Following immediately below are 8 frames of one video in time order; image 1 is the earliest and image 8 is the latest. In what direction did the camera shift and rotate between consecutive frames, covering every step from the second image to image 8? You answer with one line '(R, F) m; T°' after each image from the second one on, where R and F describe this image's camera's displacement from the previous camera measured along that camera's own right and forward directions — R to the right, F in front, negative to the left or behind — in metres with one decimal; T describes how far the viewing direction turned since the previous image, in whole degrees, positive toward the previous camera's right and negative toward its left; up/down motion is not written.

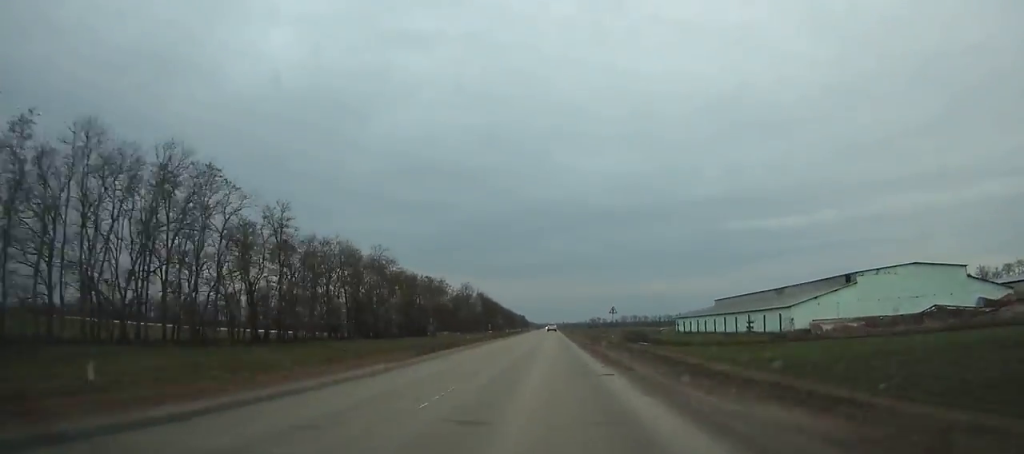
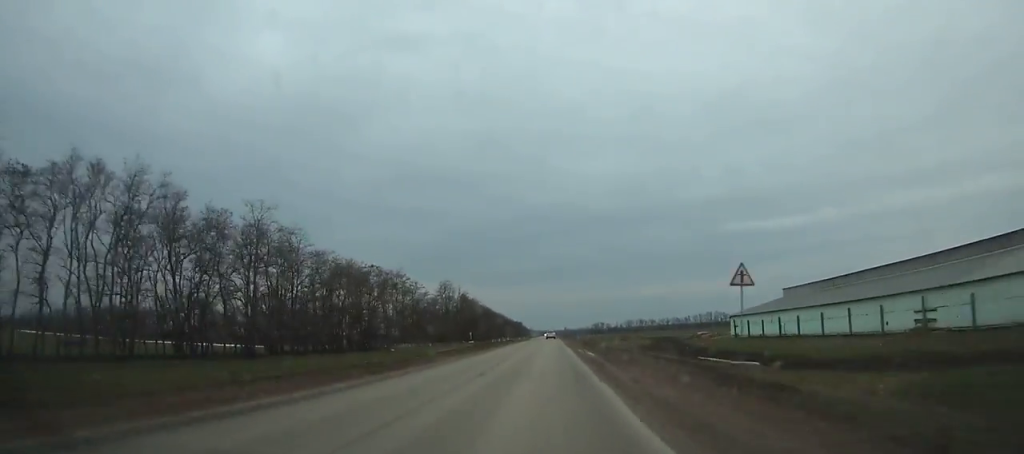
(0.0, +41.4) m; 0°
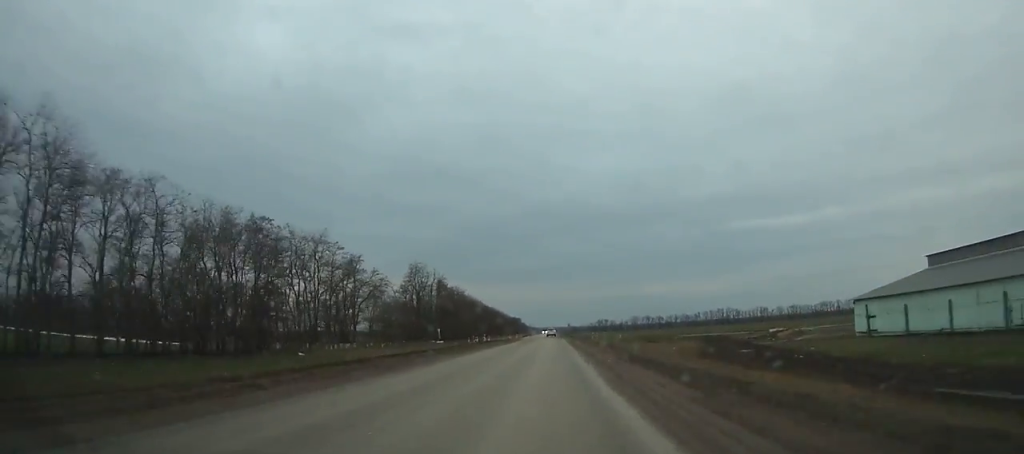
(-0.1, +39.1) m; 0°
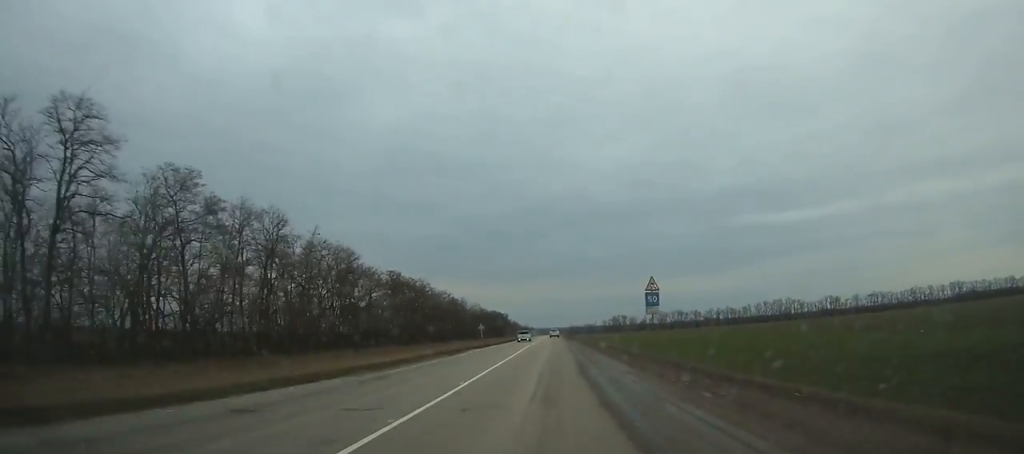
(+0.5, +147.7) m; 0°
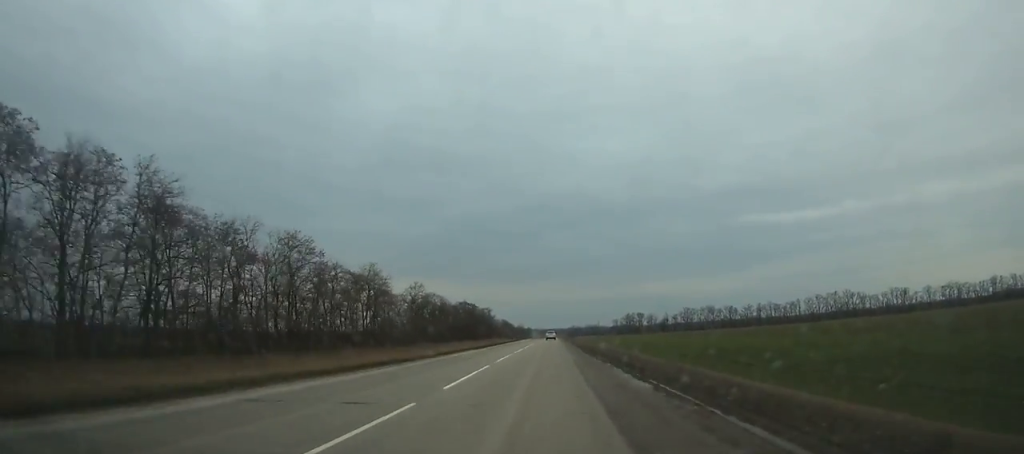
(-0.2, +89.4) m; 0°
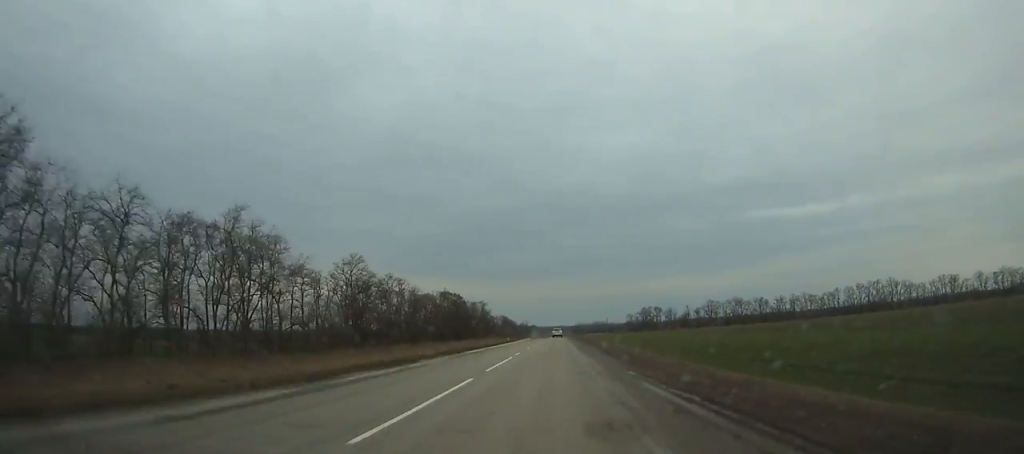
(-0.1, +42.4) m; 0°
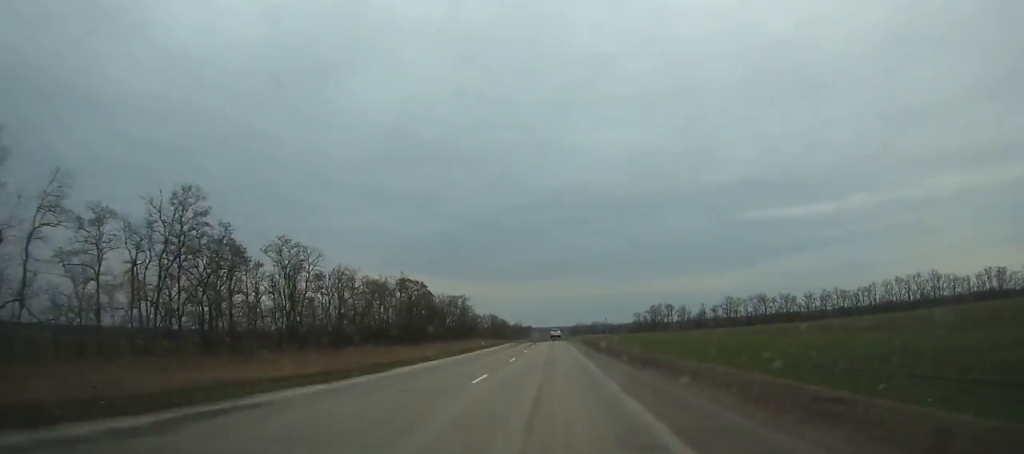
(-0.1, +39.9) m; 0°
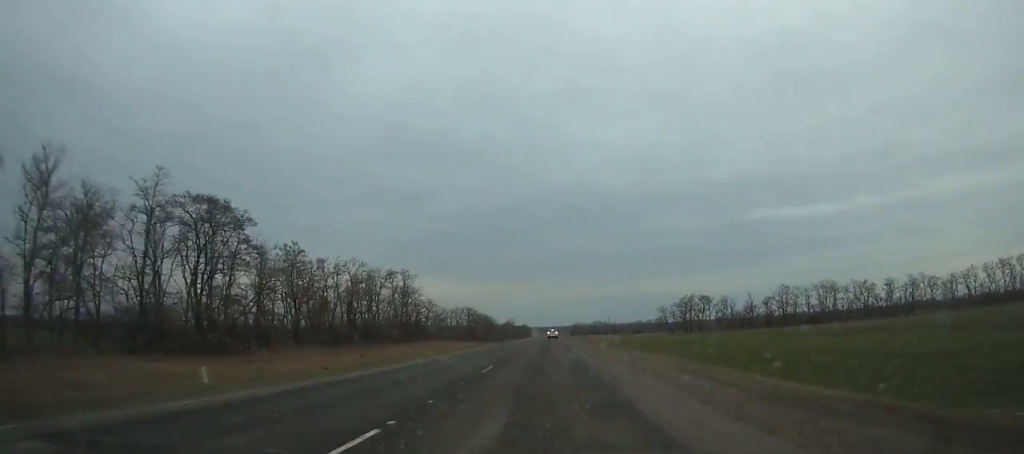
(+0.2, +69.7) m; 0°
